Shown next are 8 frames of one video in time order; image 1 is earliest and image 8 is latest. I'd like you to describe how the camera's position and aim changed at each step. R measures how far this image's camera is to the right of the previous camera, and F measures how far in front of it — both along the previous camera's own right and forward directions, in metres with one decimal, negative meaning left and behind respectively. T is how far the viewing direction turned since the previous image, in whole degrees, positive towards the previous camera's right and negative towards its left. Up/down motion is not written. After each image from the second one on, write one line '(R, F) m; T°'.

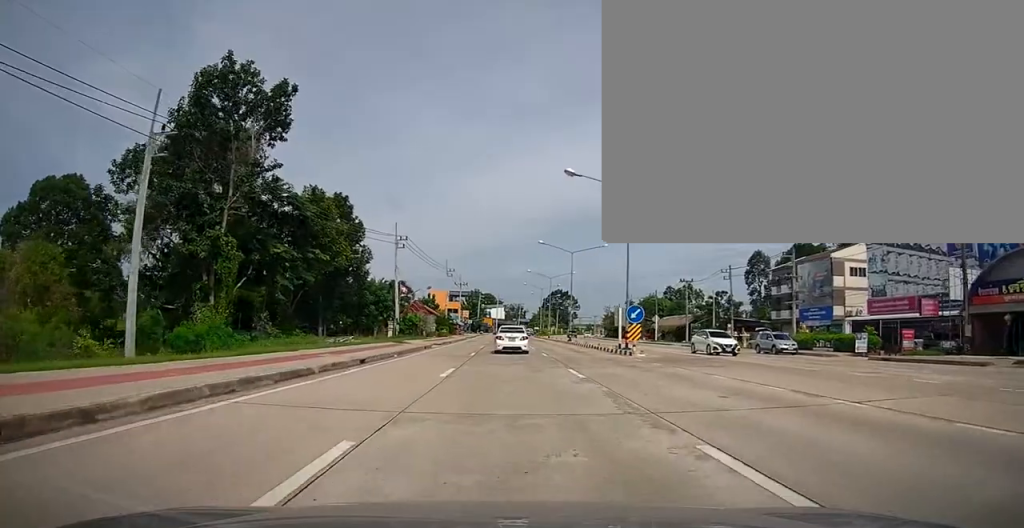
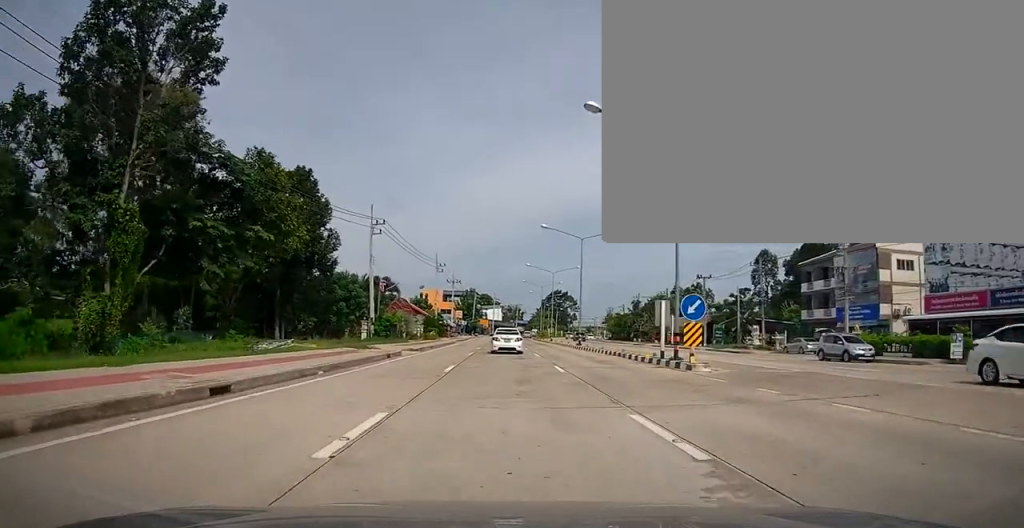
(-0.2, +9.4) m; 0°
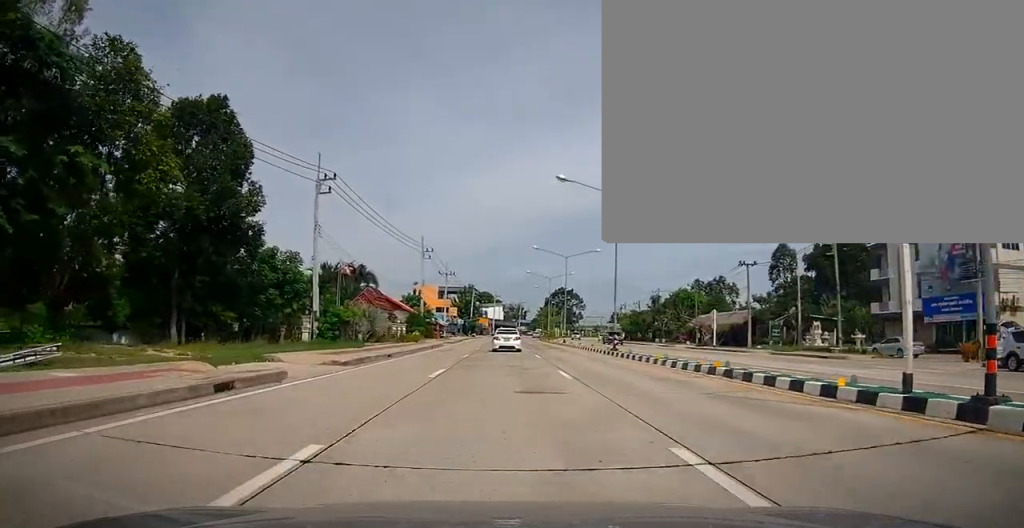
(+0.2, +14.3) m; 0°
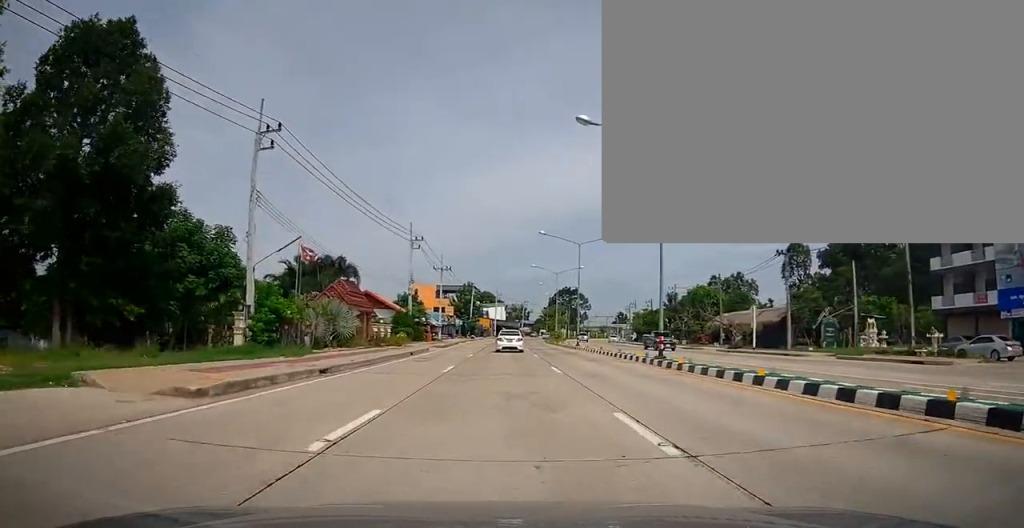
(0.0, +9.0) m; 0°
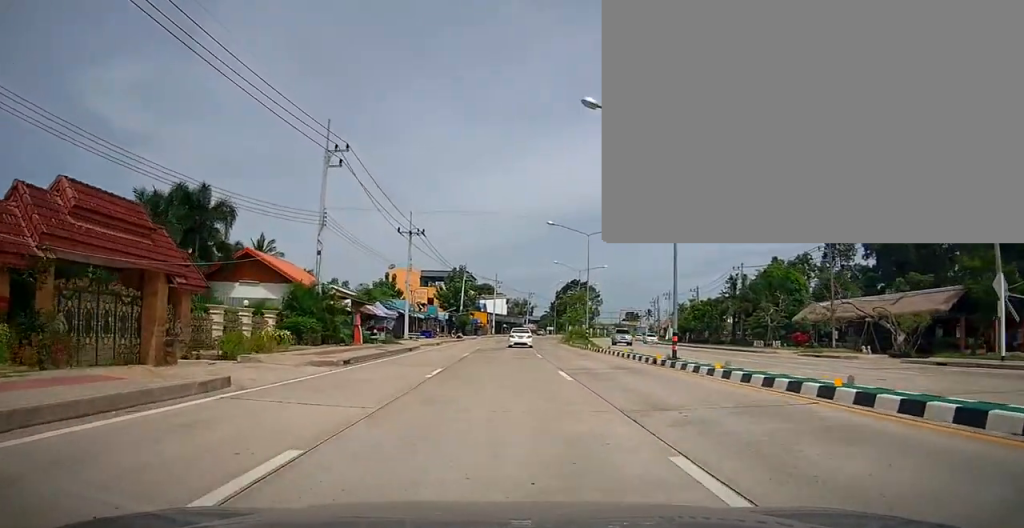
(-0.1, +27.0) m; -1°
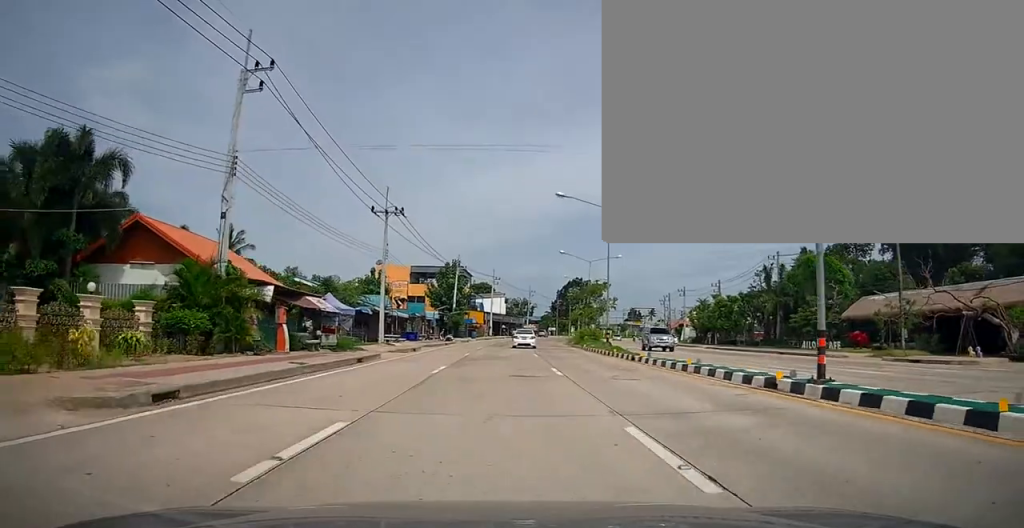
(-0.1, +10.0) m; -1°
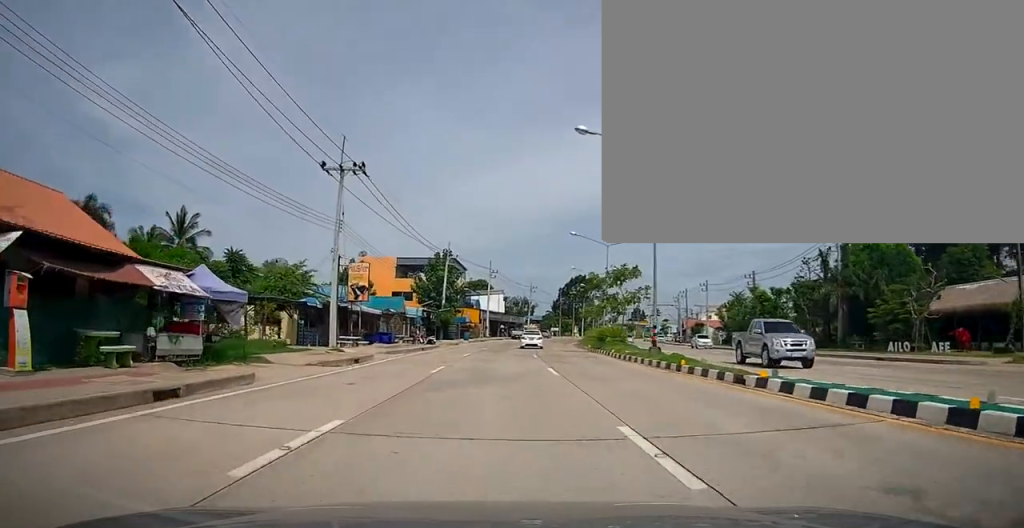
(-0.1, +11.9) m; 0°
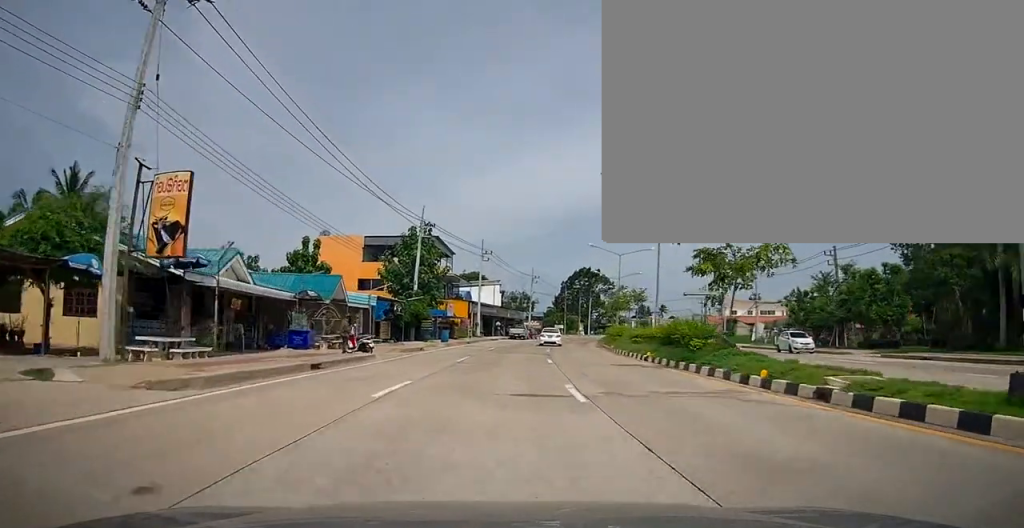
(+0.1, +18.8) m; +1°
